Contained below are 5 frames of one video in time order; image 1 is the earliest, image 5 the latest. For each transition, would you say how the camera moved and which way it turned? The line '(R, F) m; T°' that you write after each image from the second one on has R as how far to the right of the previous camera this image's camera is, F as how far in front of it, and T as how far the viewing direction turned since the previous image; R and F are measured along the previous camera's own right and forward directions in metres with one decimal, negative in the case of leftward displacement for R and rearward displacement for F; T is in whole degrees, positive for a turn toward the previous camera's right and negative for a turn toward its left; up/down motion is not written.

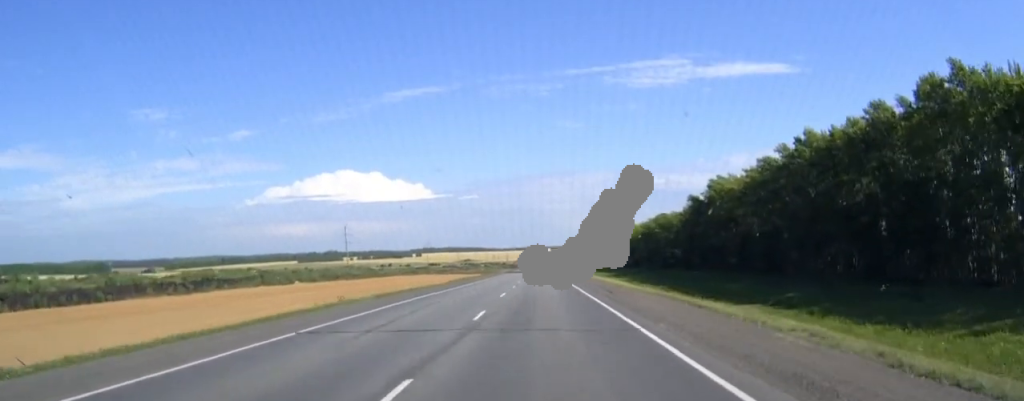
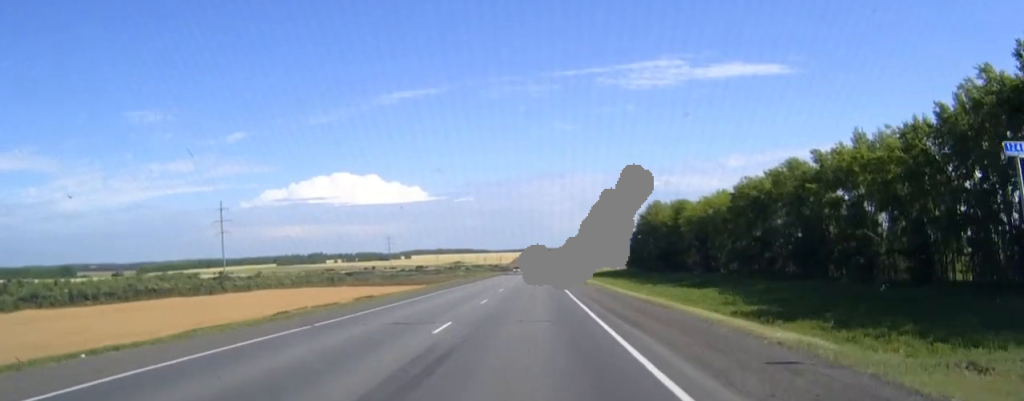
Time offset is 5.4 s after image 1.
(+0.5, +122.3) m; 0°
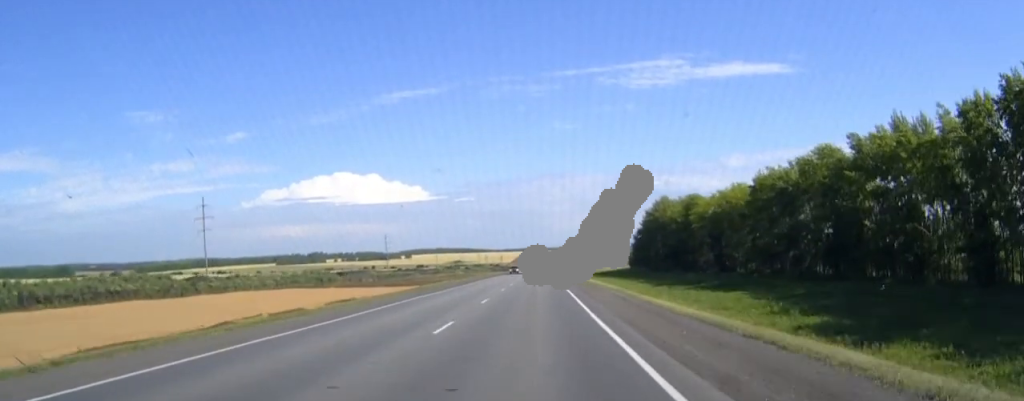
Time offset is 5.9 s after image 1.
(0.0, +11.9) m; 0°
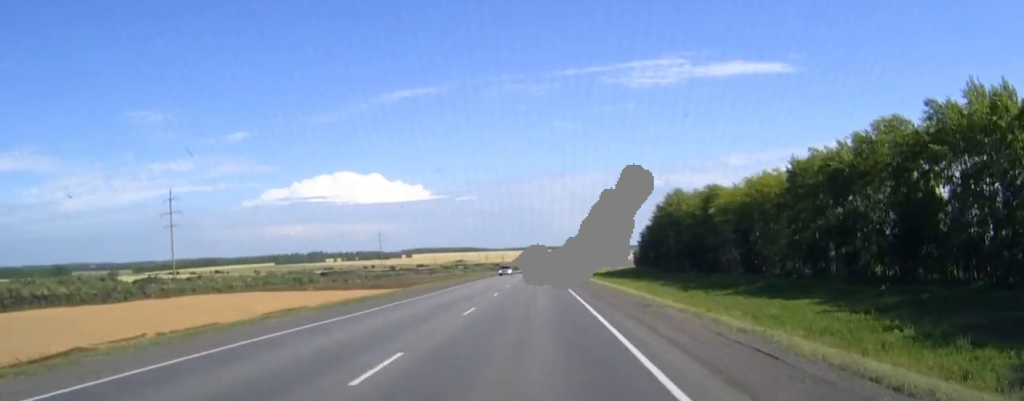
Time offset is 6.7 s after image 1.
(0.0, +18.6) m; 0°
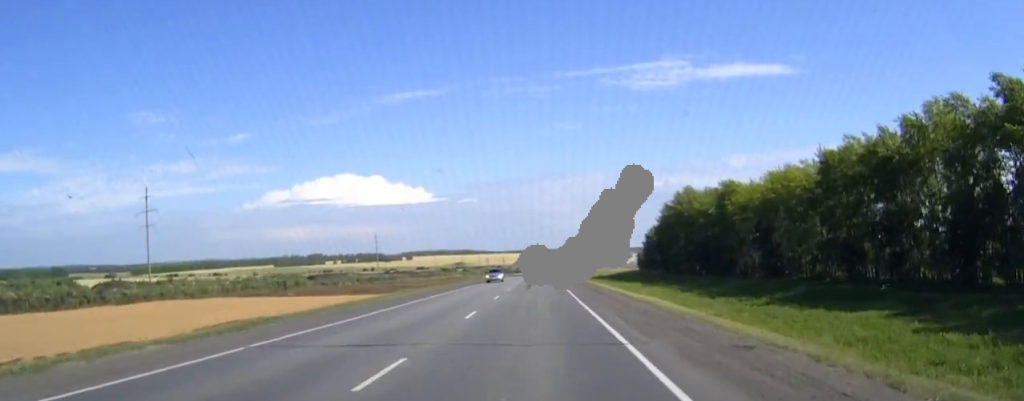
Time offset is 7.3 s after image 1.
(0.0, +12.7) m; 0°
